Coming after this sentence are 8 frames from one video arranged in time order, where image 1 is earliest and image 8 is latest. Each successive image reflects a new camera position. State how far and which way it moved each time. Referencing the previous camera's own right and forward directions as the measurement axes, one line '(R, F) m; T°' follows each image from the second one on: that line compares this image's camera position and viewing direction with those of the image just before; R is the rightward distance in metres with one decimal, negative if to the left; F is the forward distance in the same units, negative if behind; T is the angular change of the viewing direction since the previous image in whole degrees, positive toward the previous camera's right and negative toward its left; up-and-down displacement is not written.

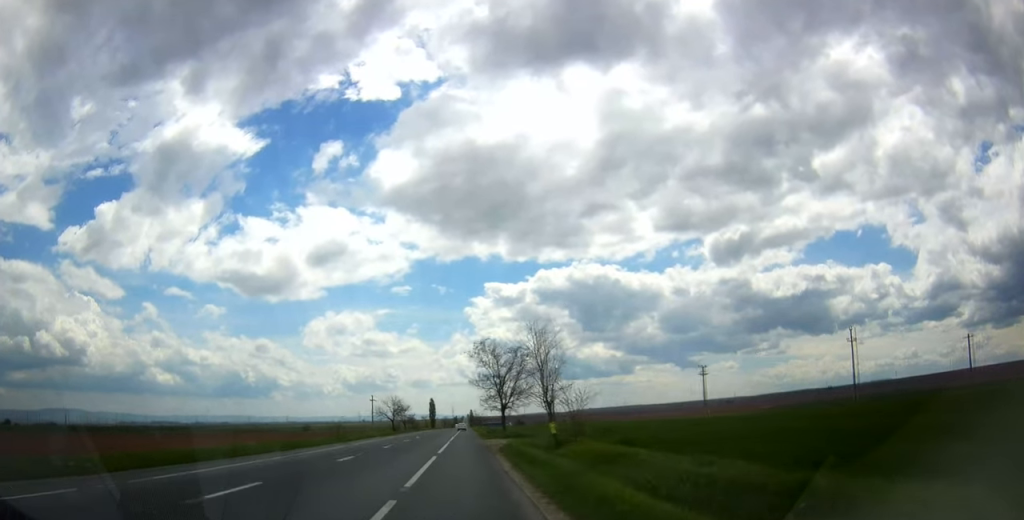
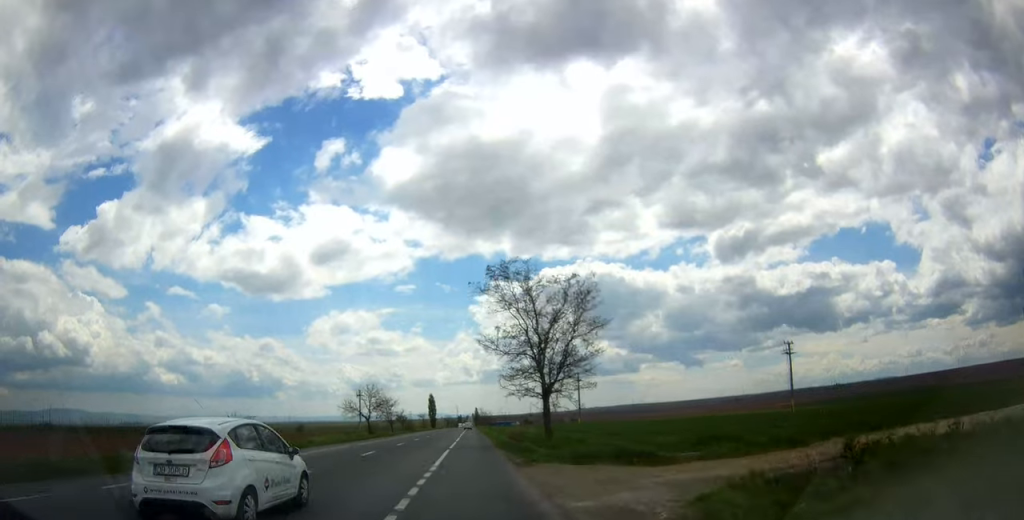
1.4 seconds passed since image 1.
(+0.3, +31.7) m; +1°
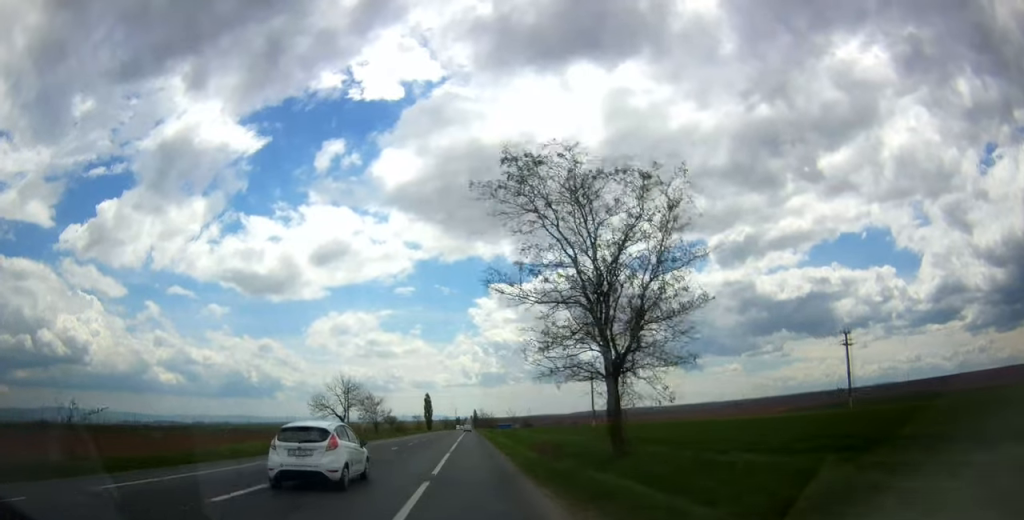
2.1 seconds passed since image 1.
(-0.1, +15.4) m; -1°
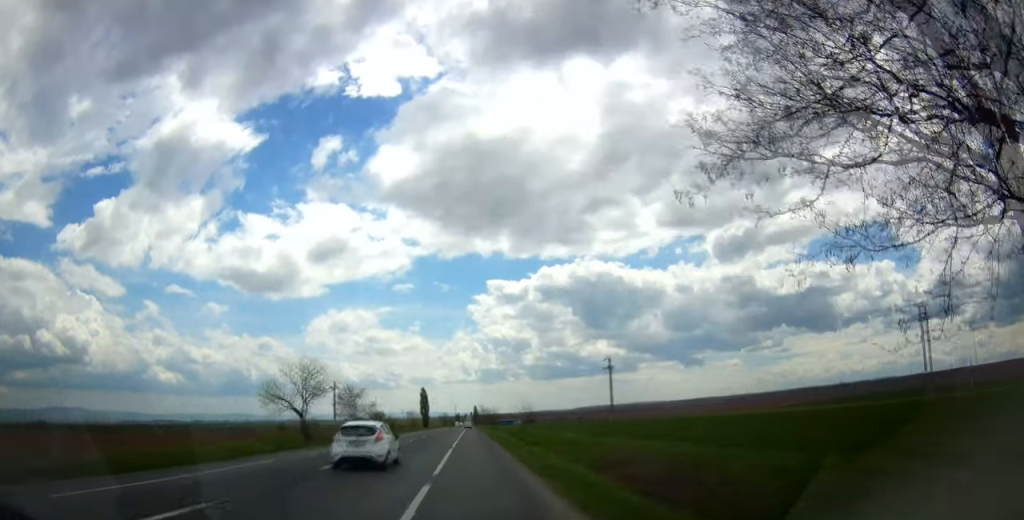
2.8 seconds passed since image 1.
(-0.1, +15.5) m; 0°
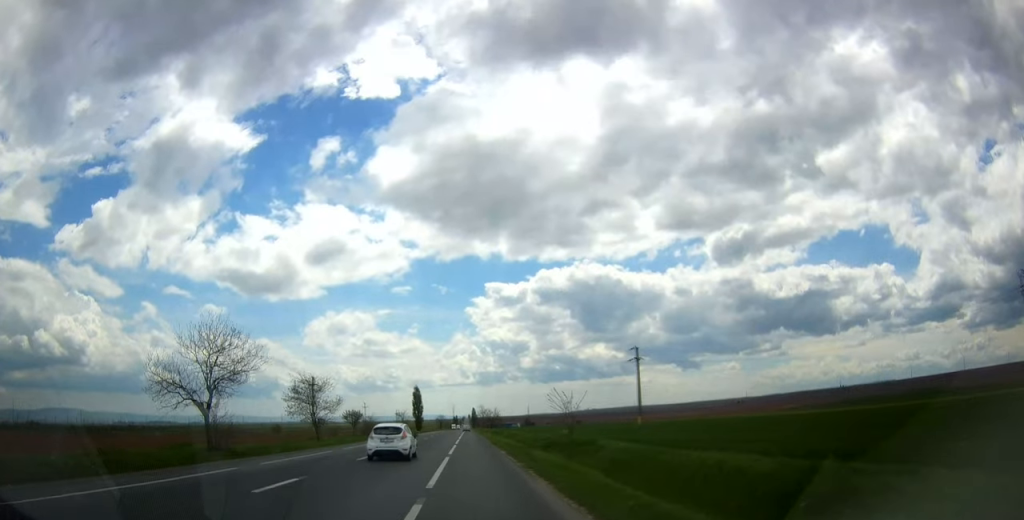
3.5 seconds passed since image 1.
(-0.1, +17.5) m; 0°
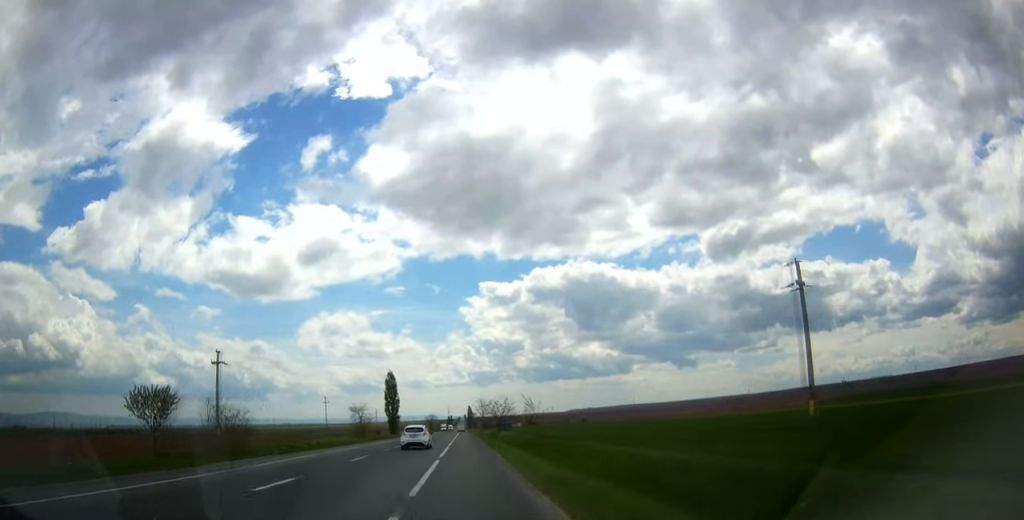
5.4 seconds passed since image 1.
(0.0, +45.0) m; 0°
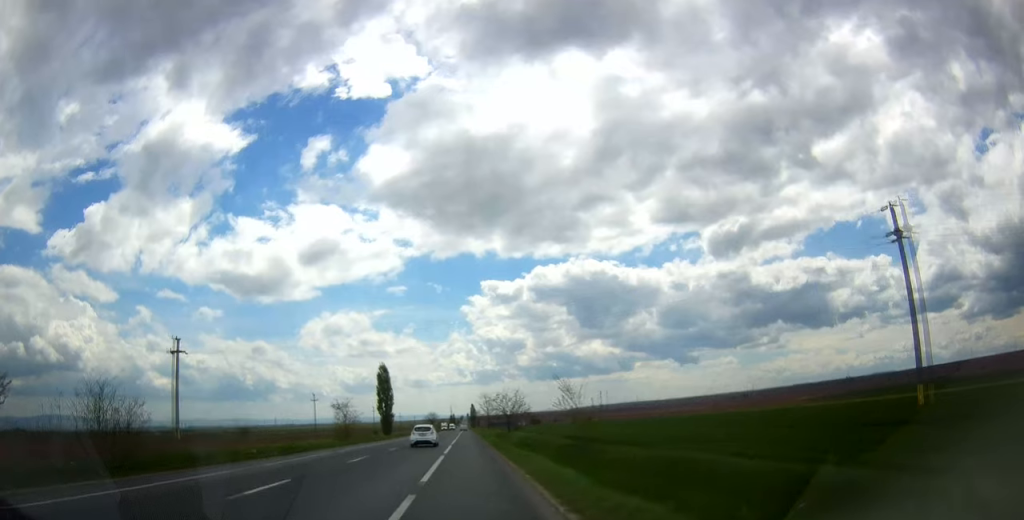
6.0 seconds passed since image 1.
(+0.1, +12.5) m; 0°
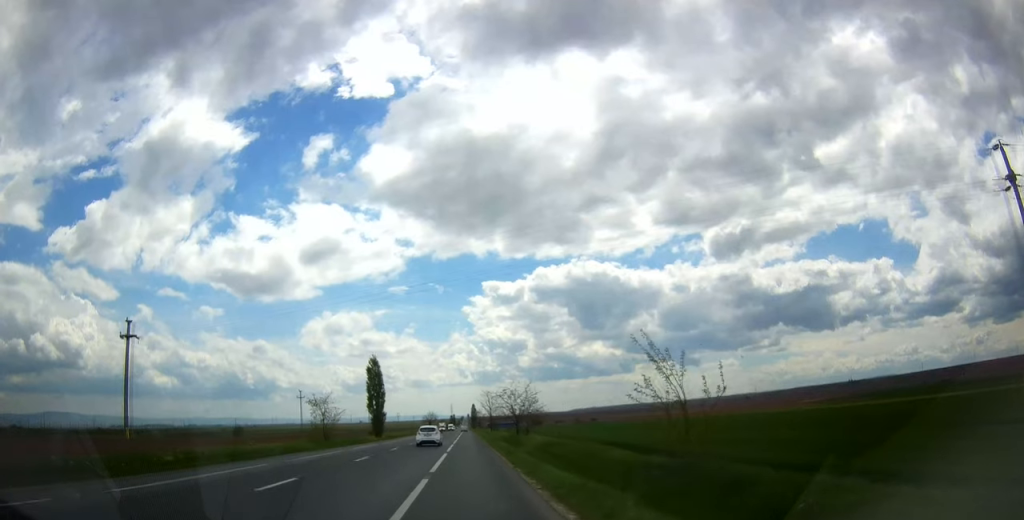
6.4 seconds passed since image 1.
(0.0, +10.6) m; 0°
